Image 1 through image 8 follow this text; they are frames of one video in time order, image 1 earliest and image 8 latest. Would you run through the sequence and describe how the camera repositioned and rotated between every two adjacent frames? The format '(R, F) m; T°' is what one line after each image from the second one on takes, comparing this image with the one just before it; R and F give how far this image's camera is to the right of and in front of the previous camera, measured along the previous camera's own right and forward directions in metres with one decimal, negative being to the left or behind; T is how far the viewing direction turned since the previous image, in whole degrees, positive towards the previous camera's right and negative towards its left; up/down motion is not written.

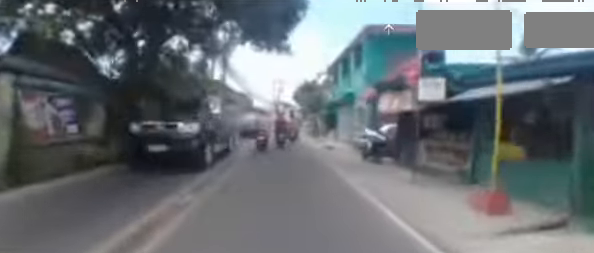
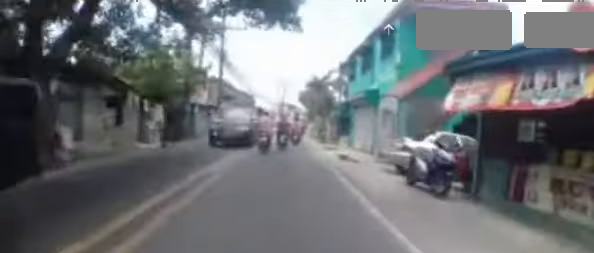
(-0.2, +4.2) m; -3°
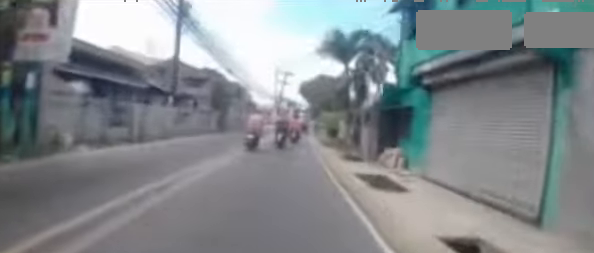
(-0.3, +10.7) m; +3°
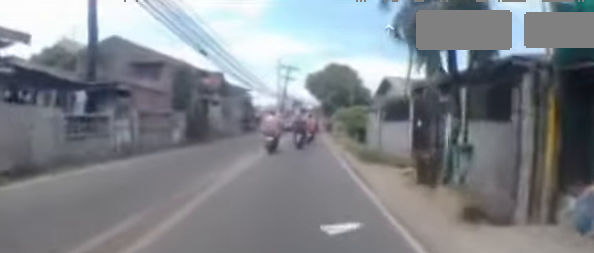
(+0.3, +7.5) m; +1°
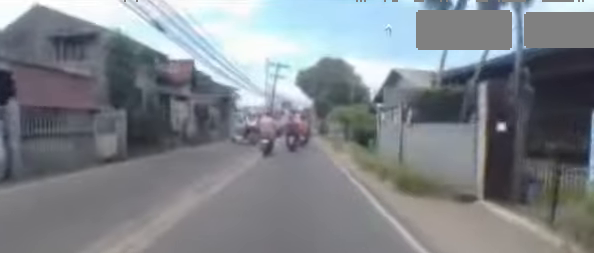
(-0.3, +4.1) m; 0°
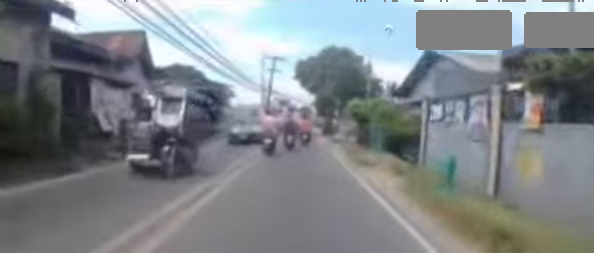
(+0.4, +5.5) m; +4°
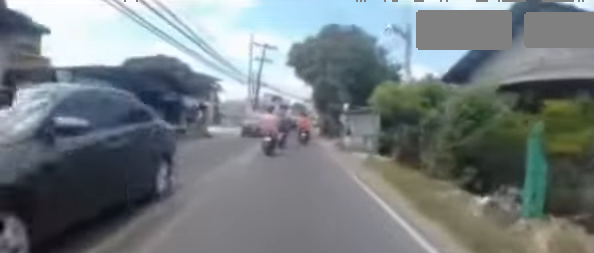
(+0.1, +6.5) m; 0°
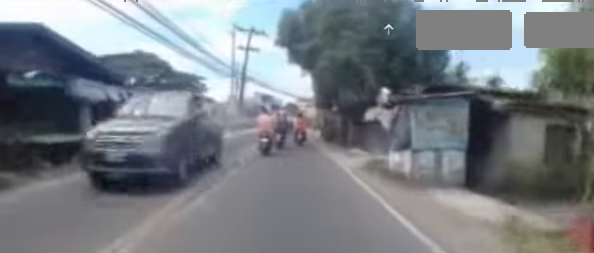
(-0.1, +7.2) m; +4°
